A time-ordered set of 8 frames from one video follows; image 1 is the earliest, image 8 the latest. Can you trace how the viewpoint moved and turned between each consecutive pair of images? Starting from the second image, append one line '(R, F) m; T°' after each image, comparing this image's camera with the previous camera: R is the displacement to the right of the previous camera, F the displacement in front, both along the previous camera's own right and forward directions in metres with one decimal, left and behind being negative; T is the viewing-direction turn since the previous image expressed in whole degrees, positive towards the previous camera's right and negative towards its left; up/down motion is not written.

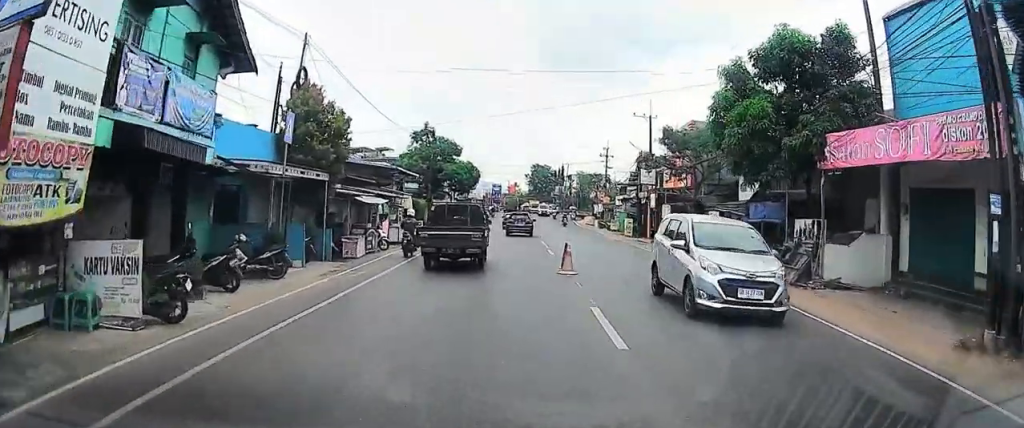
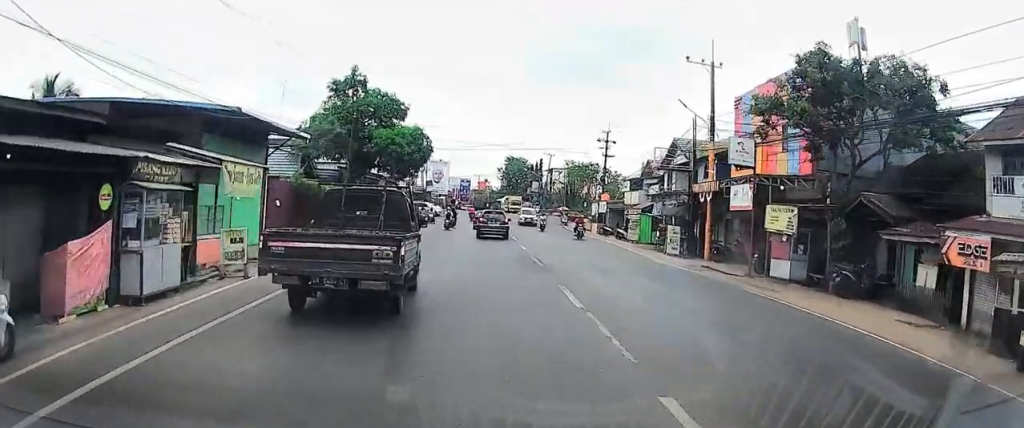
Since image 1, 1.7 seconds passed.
(+0.1, +23.3) m; +1°
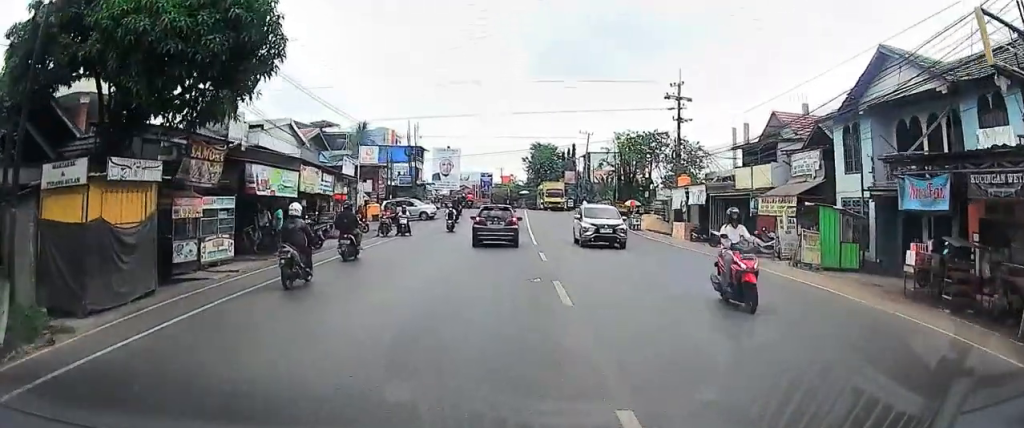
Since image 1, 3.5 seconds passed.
(+0.2, +23.1) m; 0°
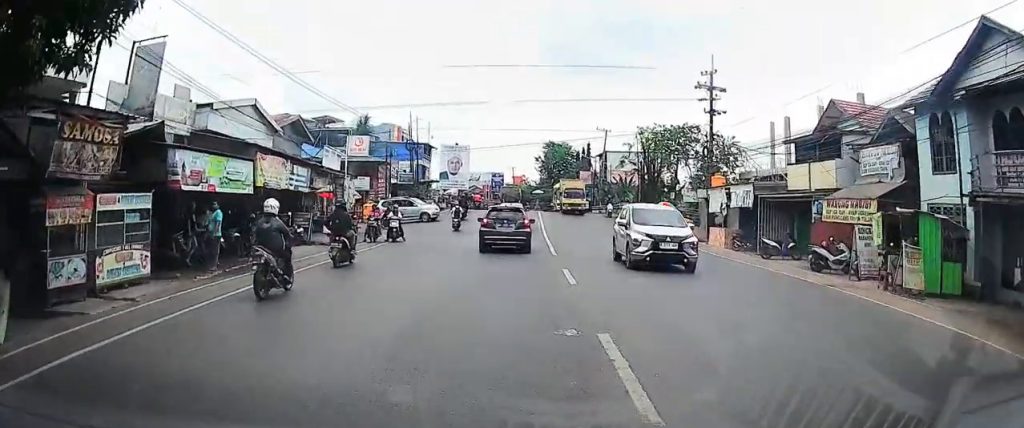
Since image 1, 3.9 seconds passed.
(0.0, +5.0) m; 0°
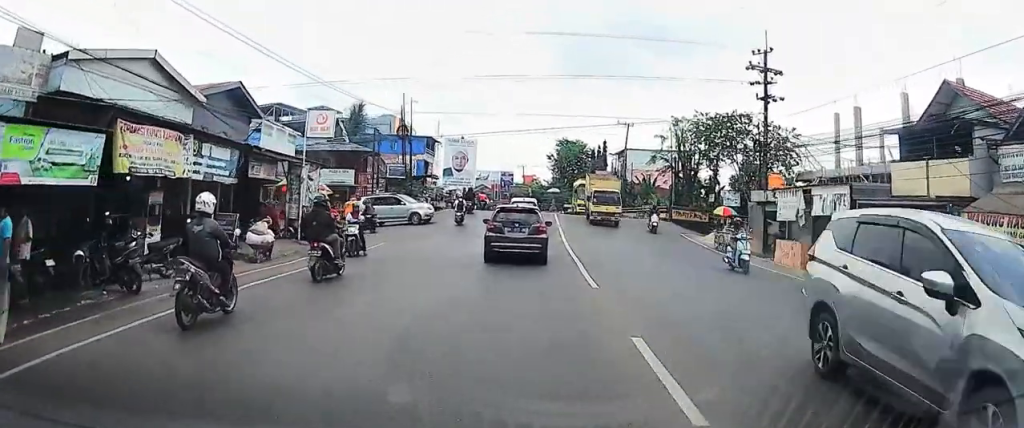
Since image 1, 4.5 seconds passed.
(0.0, +7.9) m; 0°
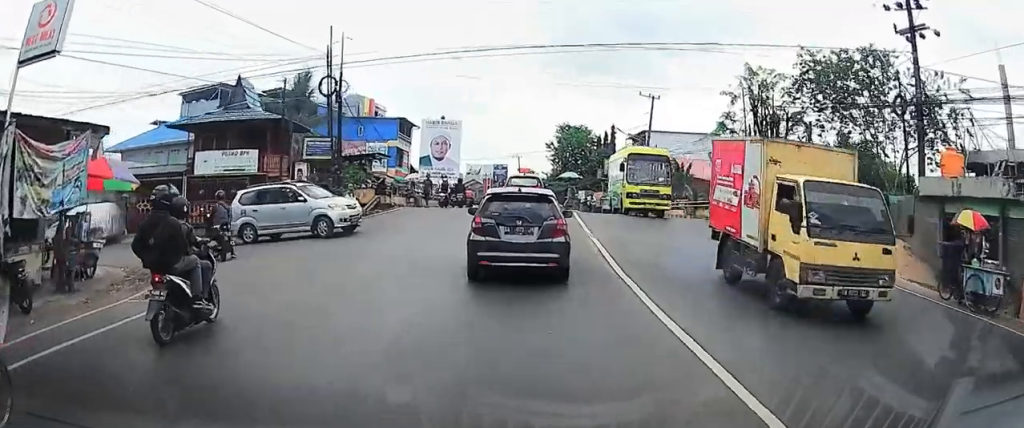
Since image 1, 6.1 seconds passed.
(0.0, +20.5) m; -1°
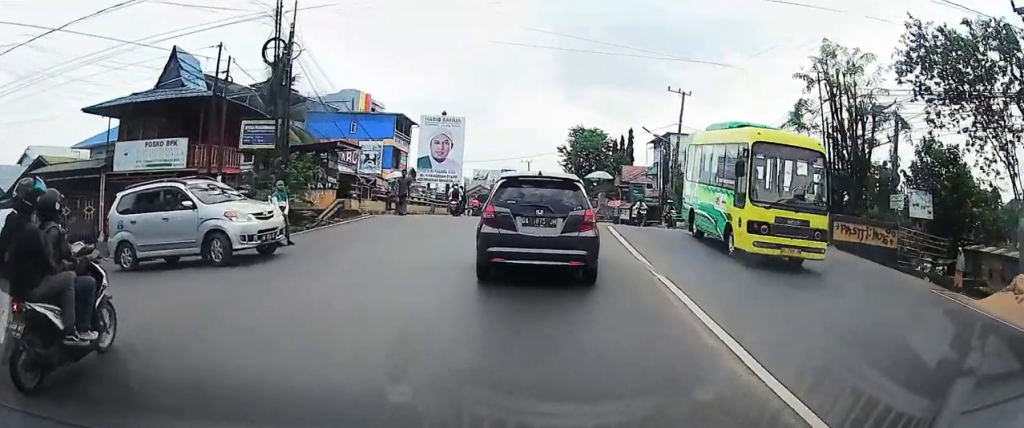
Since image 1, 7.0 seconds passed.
(-0.3, +12.5) m; -2°
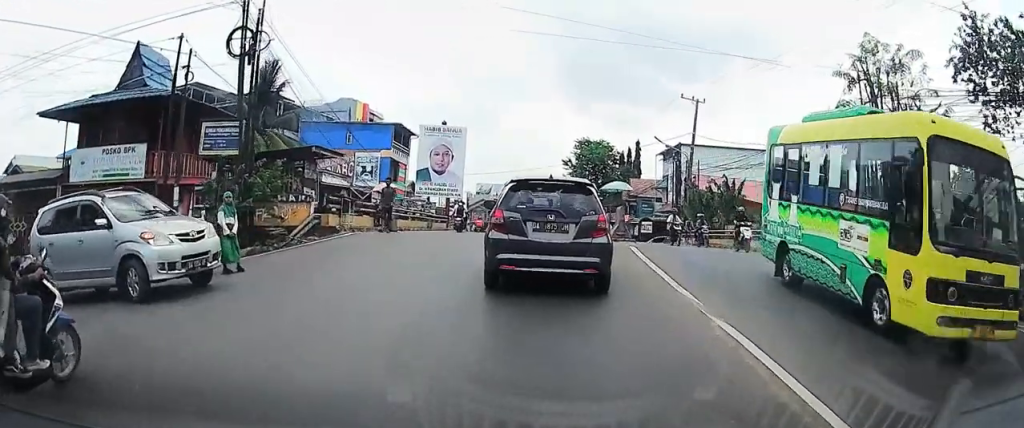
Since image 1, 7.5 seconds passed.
(0.0, +5.4) m; -1°
